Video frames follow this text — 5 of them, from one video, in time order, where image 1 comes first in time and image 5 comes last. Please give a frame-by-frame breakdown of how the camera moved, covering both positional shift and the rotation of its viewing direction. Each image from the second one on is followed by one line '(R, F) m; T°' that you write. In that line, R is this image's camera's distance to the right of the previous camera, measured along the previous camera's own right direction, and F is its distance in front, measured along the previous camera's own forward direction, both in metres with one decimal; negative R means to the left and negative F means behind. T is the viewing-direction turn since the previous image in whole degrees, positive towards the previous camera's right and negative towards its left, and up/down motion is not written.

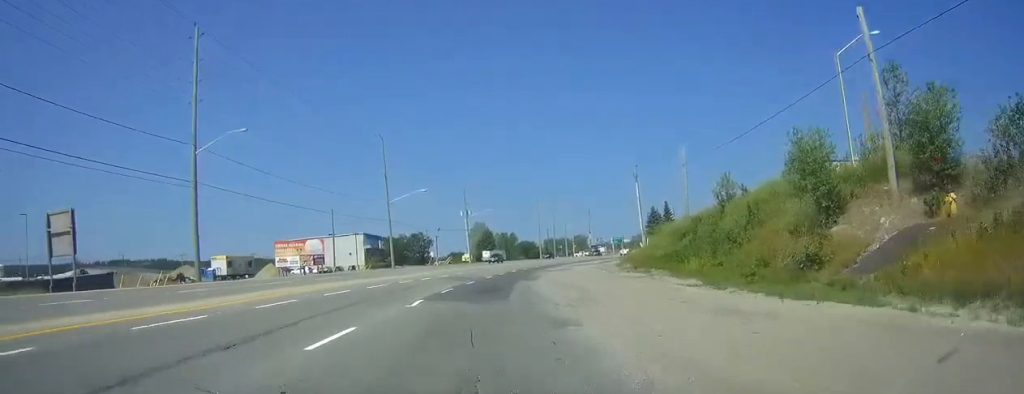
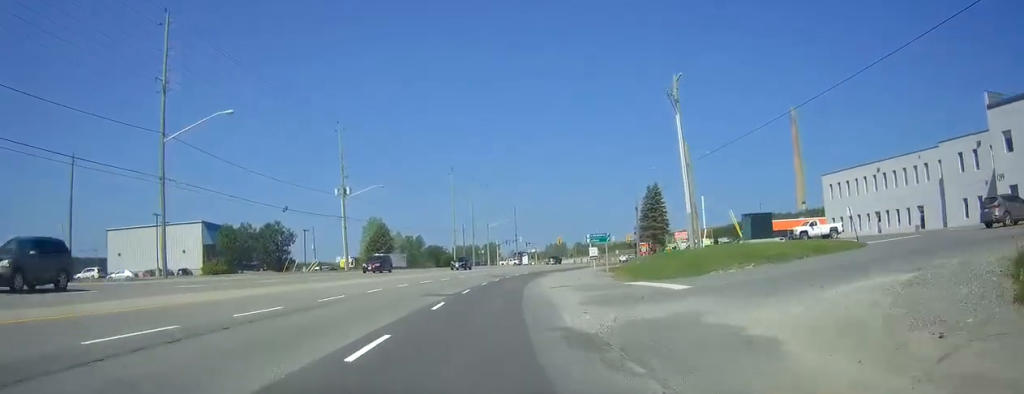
(+2.9, +51.7) m; +7°
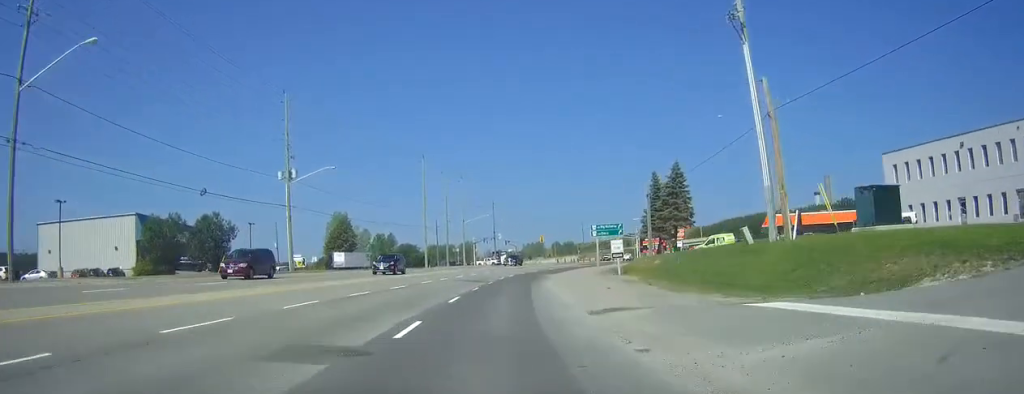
(+0.3, +16.2) m; +2°
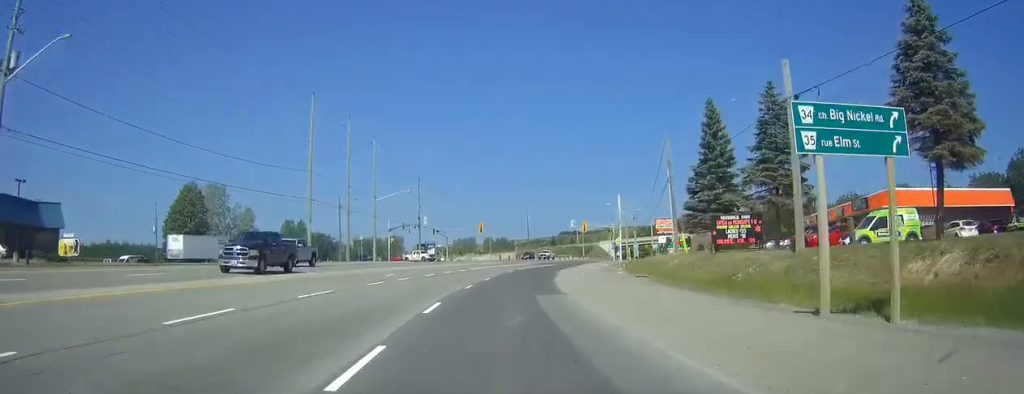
(+2.3, +41.6) m; +7°
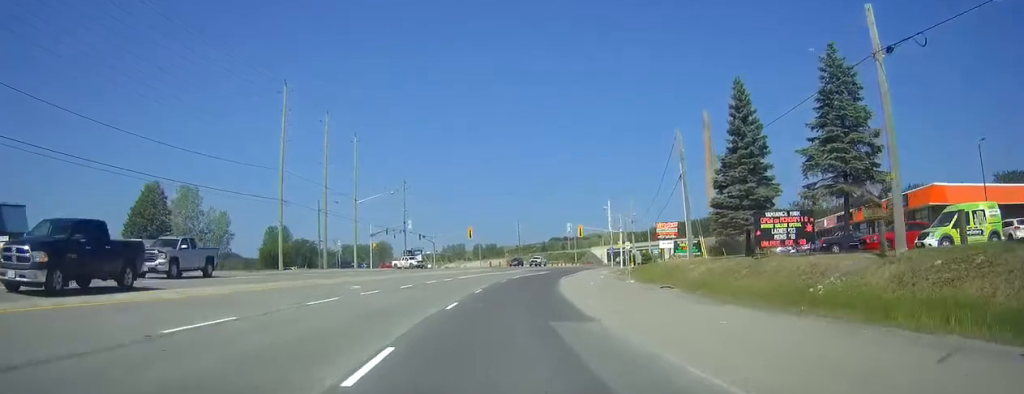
(+0.1, +7.5) m; +1°
